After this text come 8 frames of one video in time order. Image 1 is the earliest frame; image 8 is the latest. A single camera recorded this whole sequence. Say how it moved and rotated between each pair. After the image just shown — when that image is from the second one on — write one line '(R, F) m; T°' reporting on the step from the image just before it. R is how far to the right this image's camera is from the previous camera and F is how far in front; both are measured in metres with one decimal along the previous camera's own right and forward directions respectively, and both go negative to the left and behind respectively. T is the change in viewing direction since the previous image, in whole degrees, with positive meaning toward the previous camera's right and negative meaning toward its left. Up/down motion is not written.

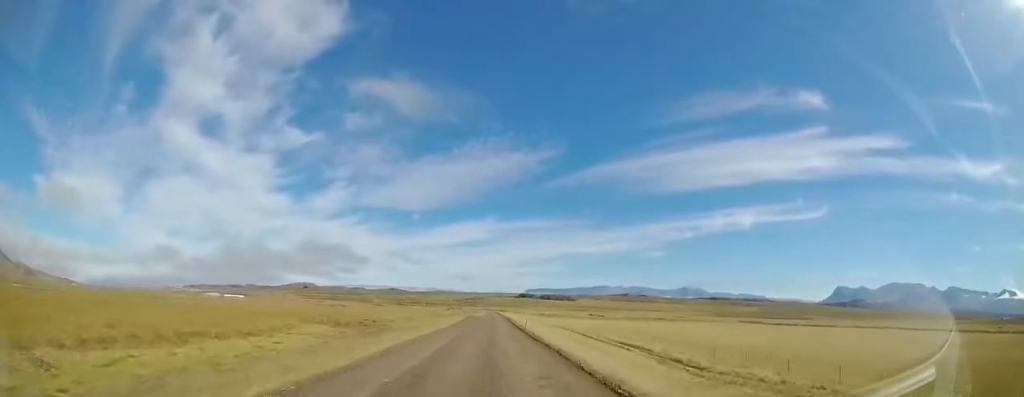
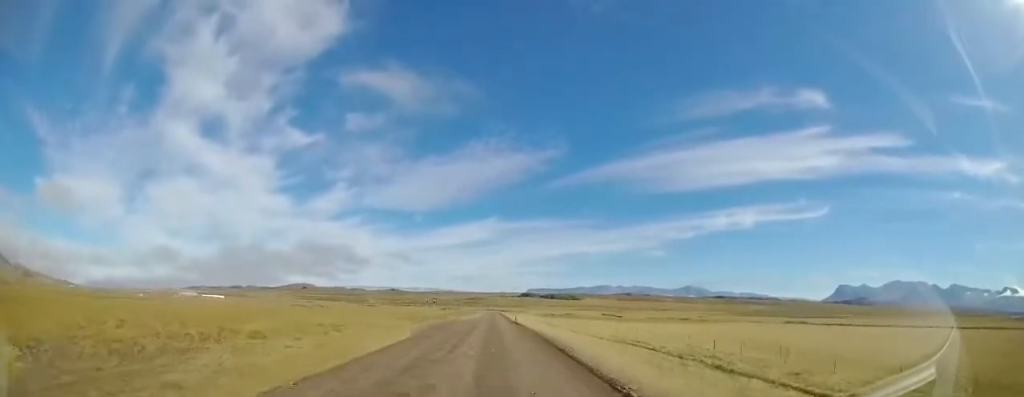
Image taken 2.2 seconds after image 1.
(0.0, +37.7) m; 0°
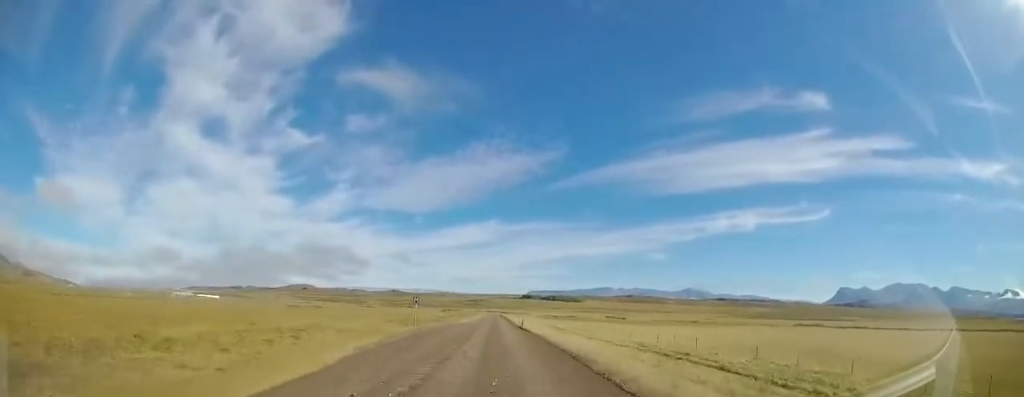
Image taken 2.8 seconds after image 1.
(0.0, +9.5) m; 0°
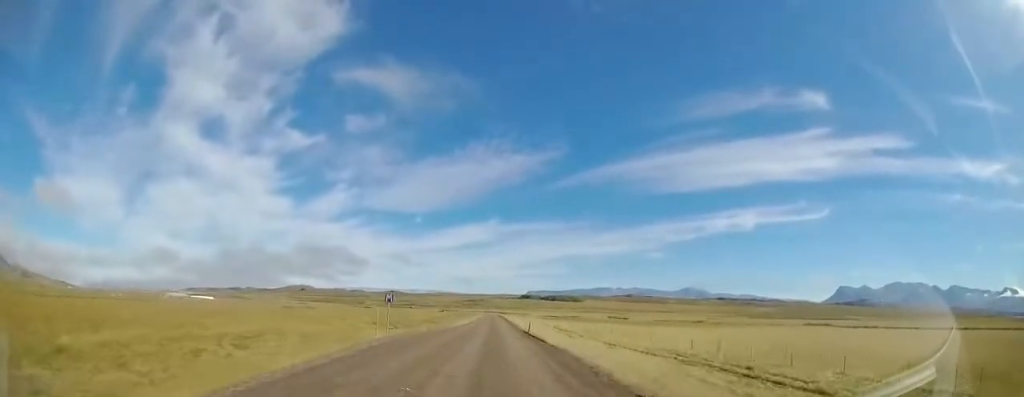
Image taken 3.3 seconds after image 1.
(-0.1, +7.8) m; 0°
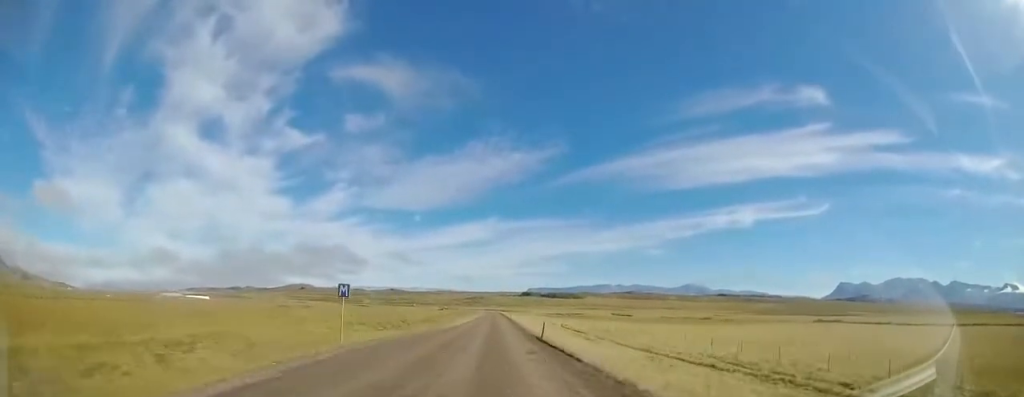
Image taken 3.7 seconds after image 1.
(0.0, +7.2) m; 0°
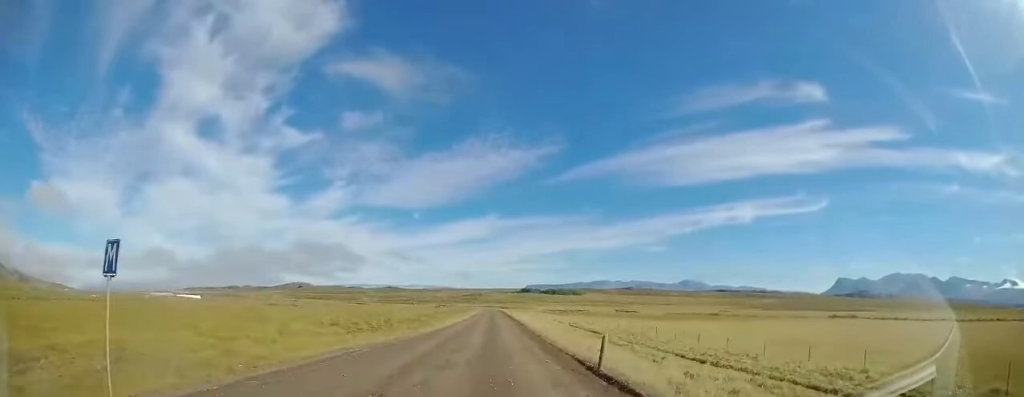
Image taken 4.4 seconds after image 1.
(0.0, +11.0) m; 0°
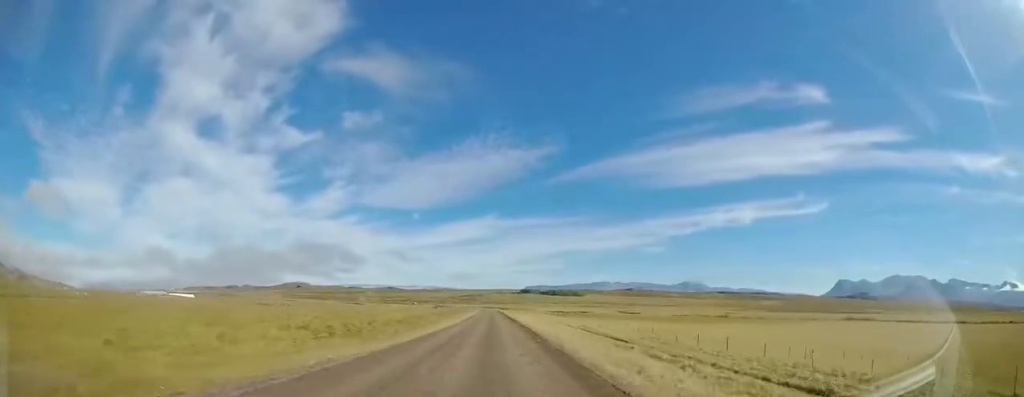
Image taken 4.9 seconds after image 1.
(0.0, +8.7) m; 0°
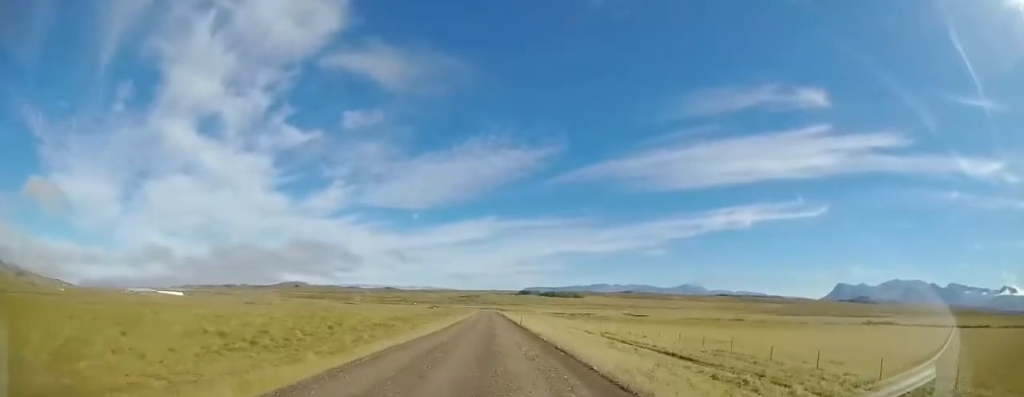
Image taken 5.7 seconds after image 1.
(0.0, +13.5) m; -2°
